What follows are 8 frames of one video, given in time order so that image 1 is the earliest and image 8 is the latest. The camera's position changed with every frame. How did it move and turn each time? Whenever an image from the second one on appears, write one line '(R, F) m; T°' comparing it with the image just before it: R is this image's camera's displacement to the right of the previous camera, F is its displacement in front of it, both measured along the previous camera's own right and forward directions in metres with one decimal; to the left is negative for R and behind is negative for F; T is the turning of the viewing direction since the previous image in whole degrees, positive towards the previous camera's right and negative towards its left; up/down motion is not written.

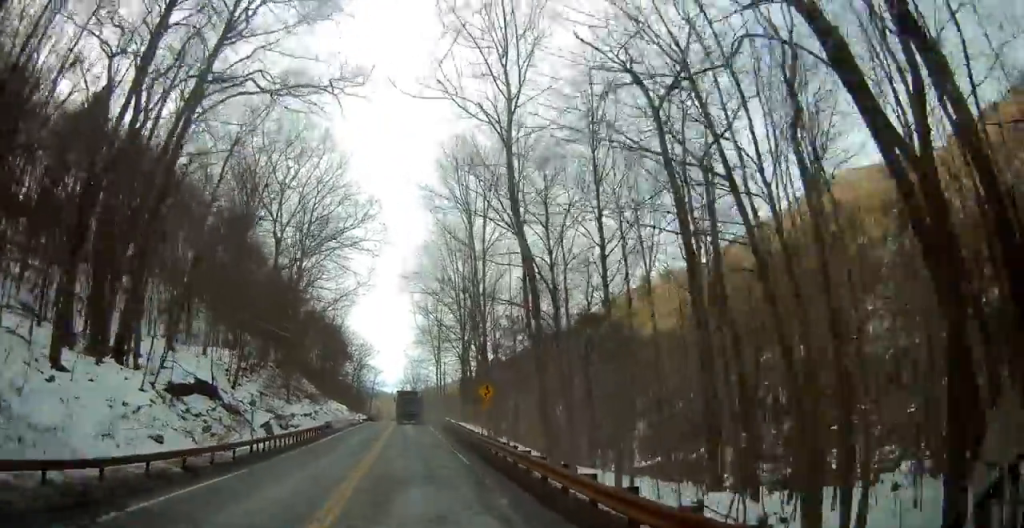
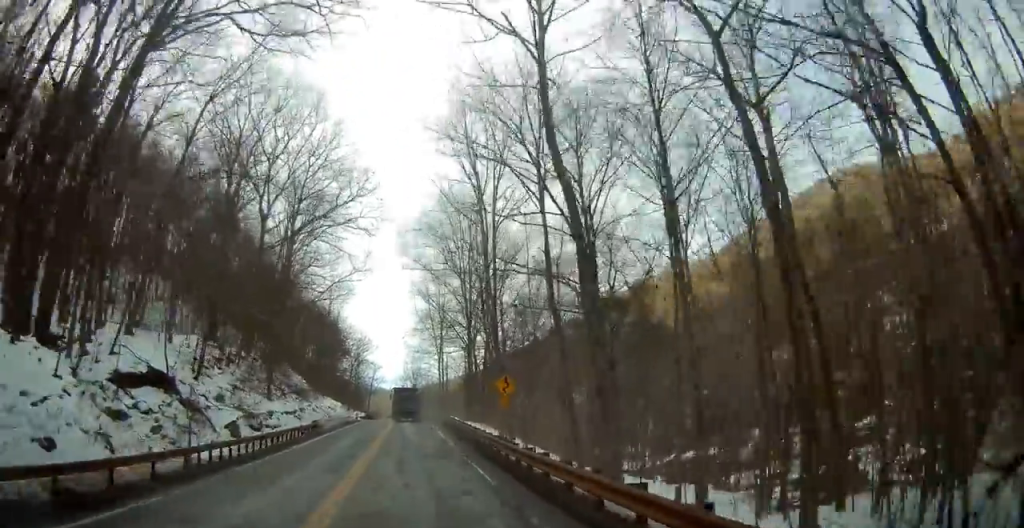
(+0.1, +6.1) m; 0°
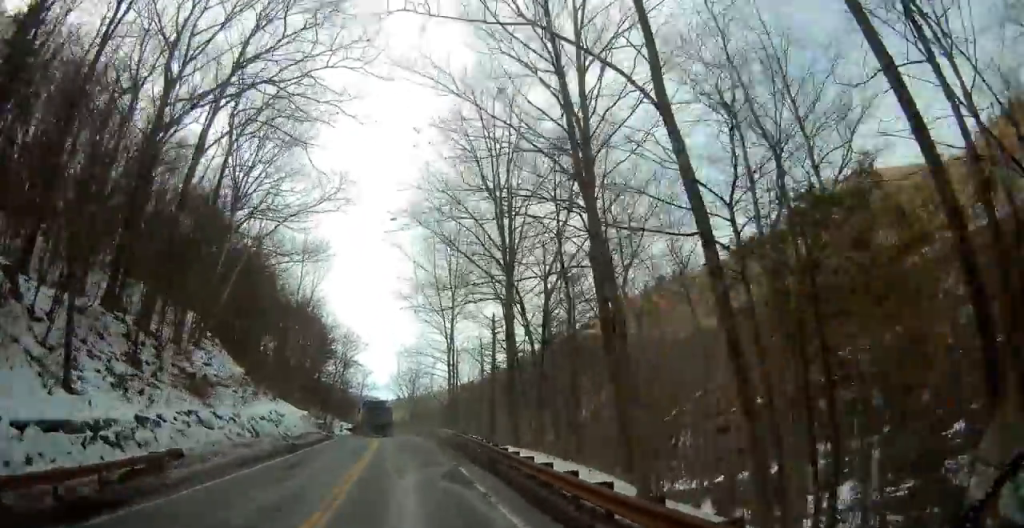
(-0.4, +23.2) m; -2°
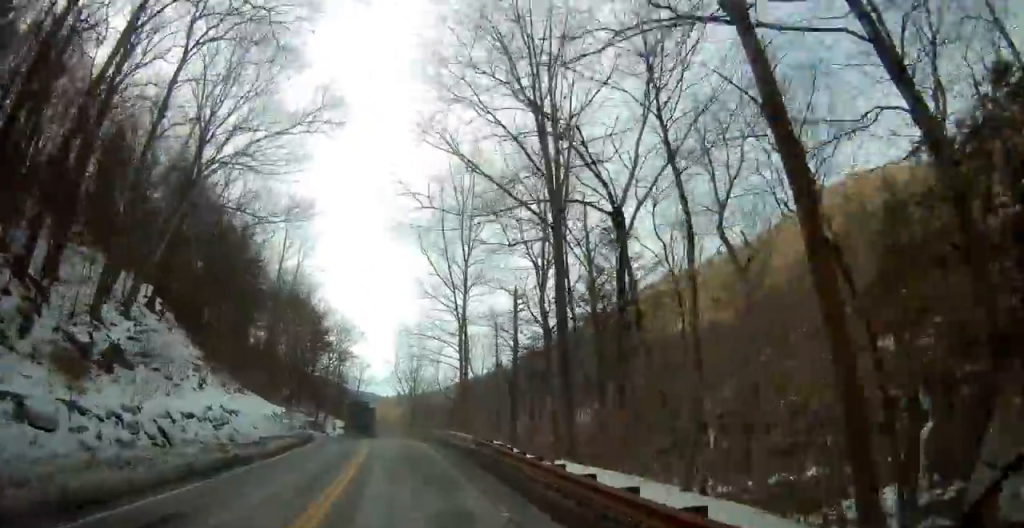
(-0.2, +10.5) m; +2°
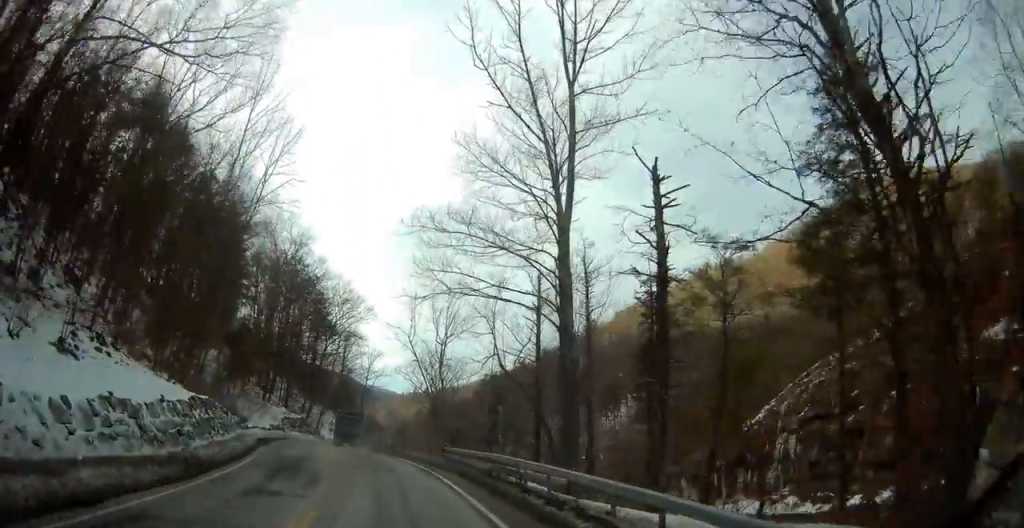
(+0.6, +22.0) m; +1°
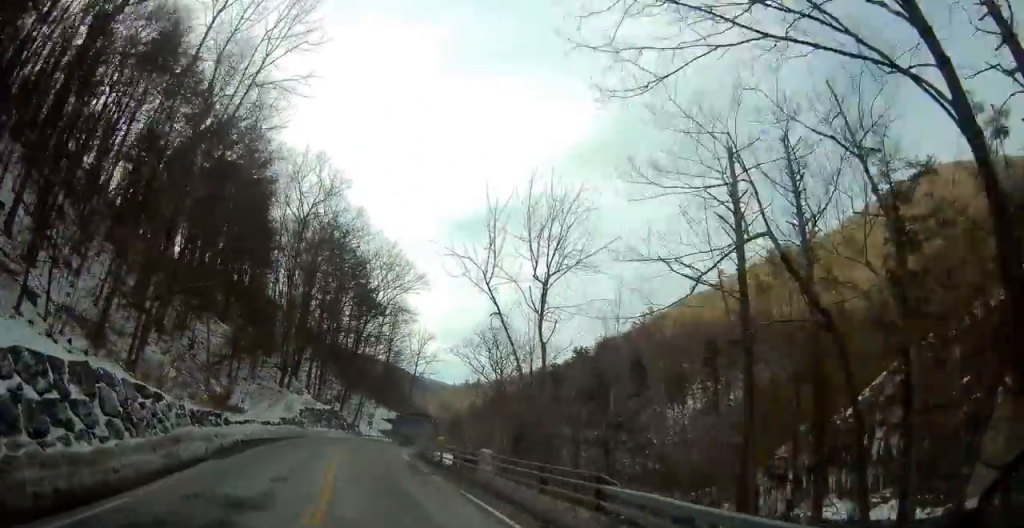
(0.0, +14.1) m; -4°
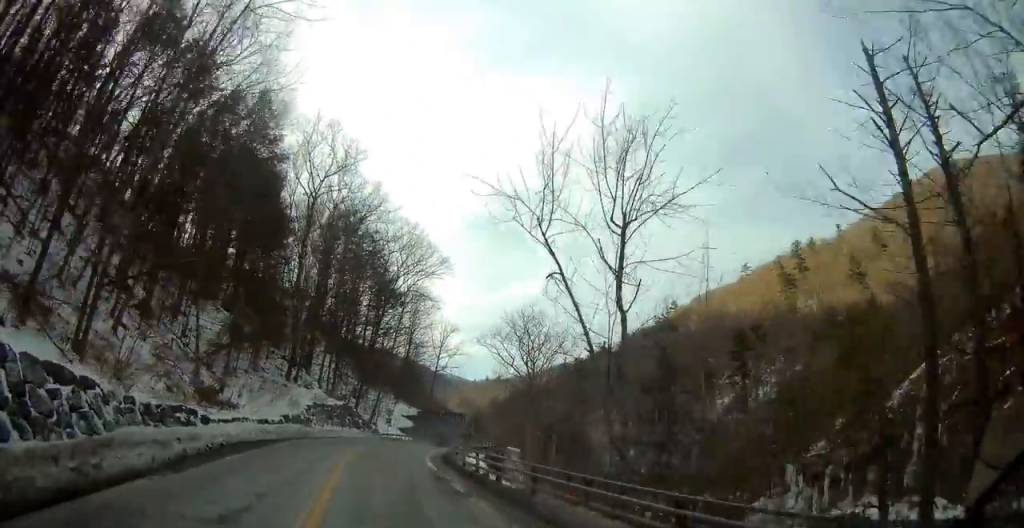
(-0.4, +5.5) m; -2°
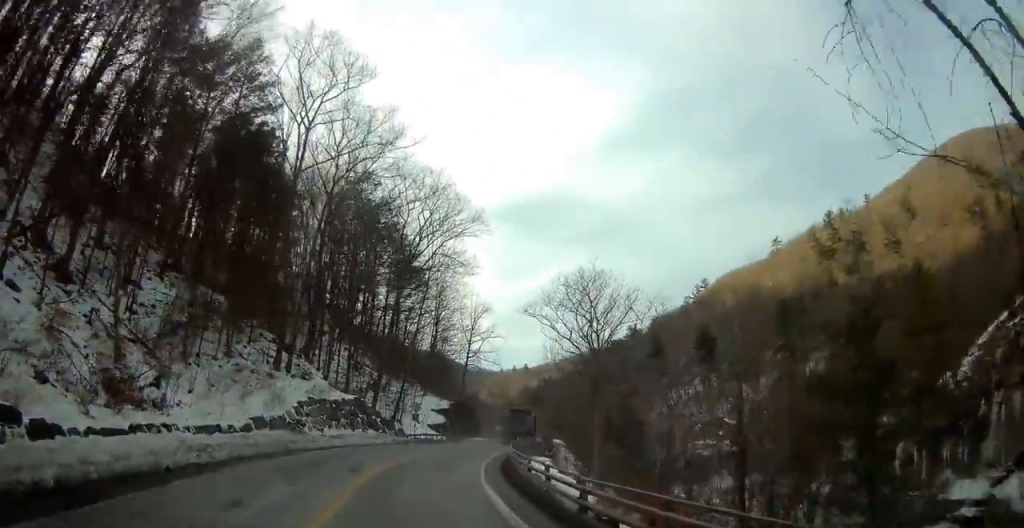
(-0.5, +12.0) m; -2°
